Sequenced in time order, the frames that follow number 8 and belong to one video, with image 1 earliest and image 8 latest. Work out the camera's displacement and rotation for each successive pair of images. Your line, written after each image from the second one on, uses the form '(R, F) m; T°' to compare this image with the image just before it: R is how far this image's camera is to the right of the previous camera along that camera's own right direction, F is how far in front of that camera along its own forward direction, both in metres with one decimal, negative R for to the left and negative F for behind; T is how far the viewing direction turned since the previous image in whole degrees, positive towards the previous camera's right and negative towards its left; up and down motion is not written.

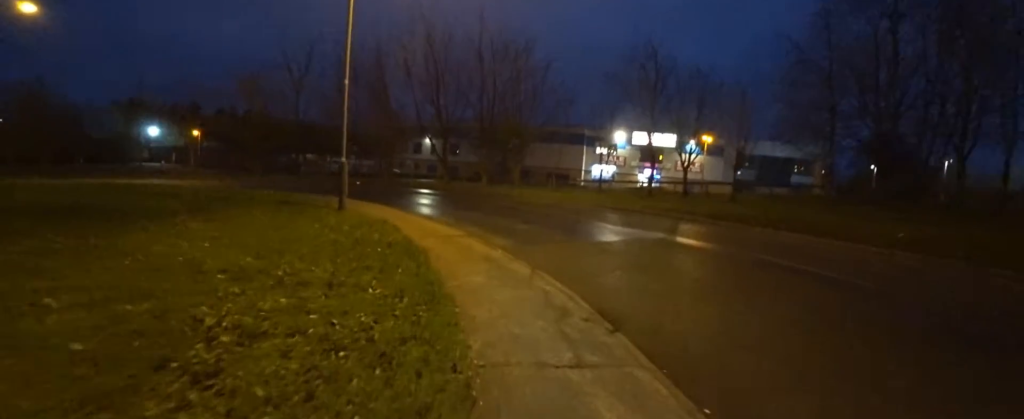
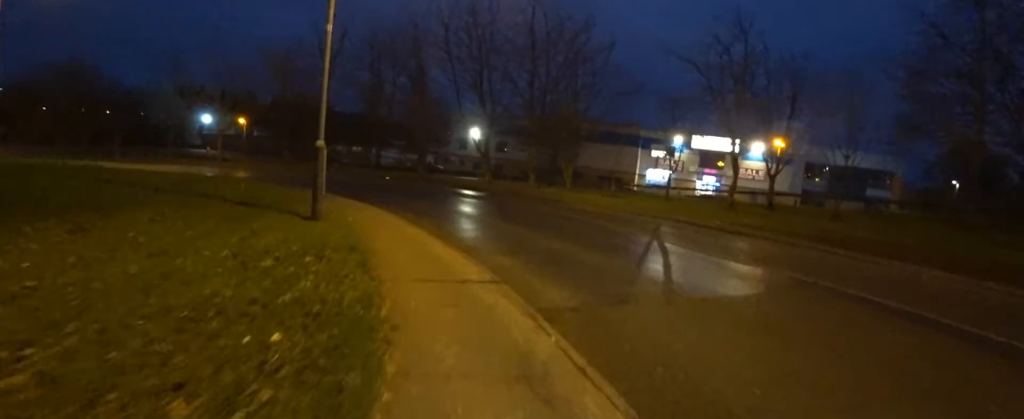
(-0.6, +3.3) m; -13°
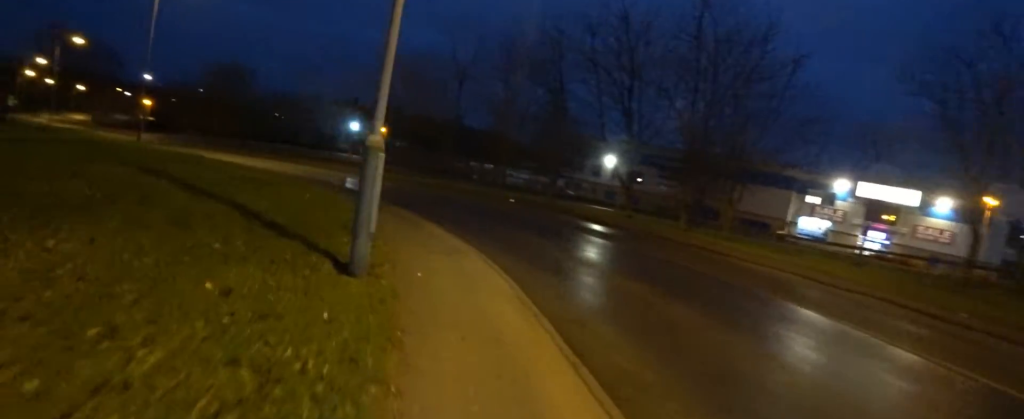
(-0.2, +3.2) m; -4°
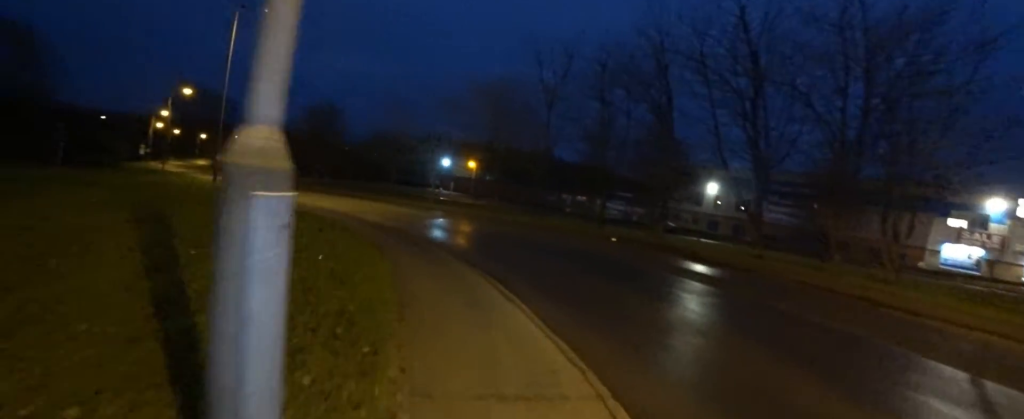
(-0.1, +2.7) m; -5°
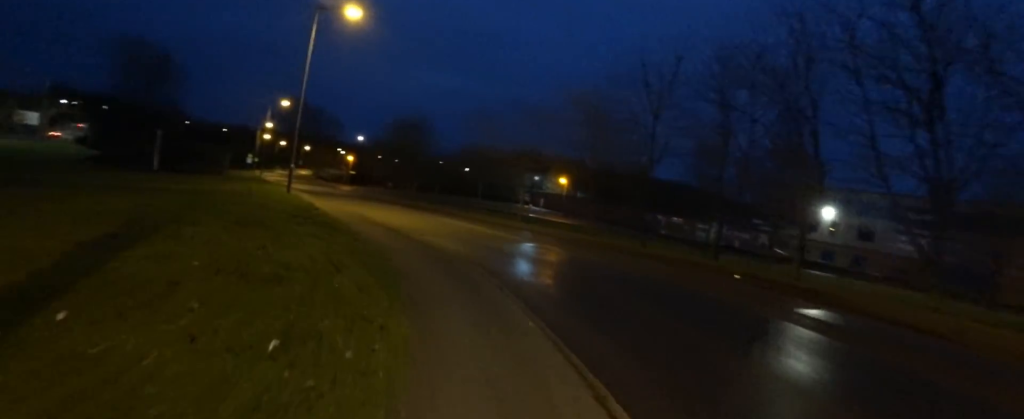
(+0.6, +2.7) m; -24°
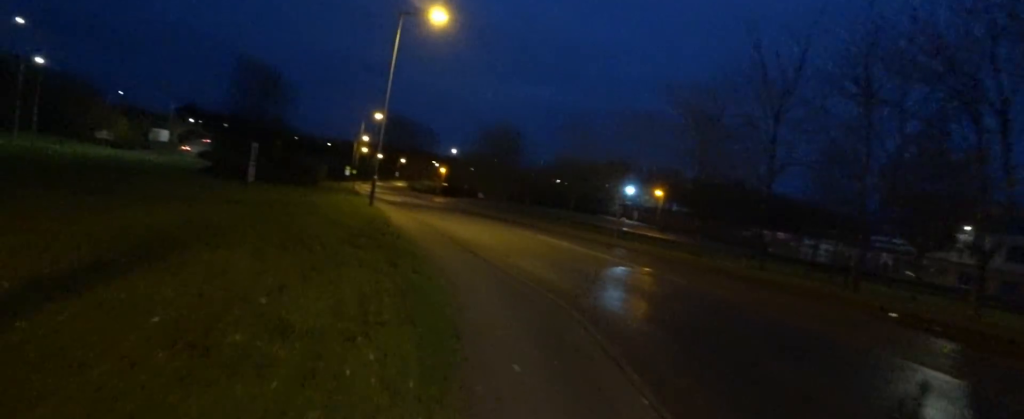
(-0.9, +1.7) m; -7°
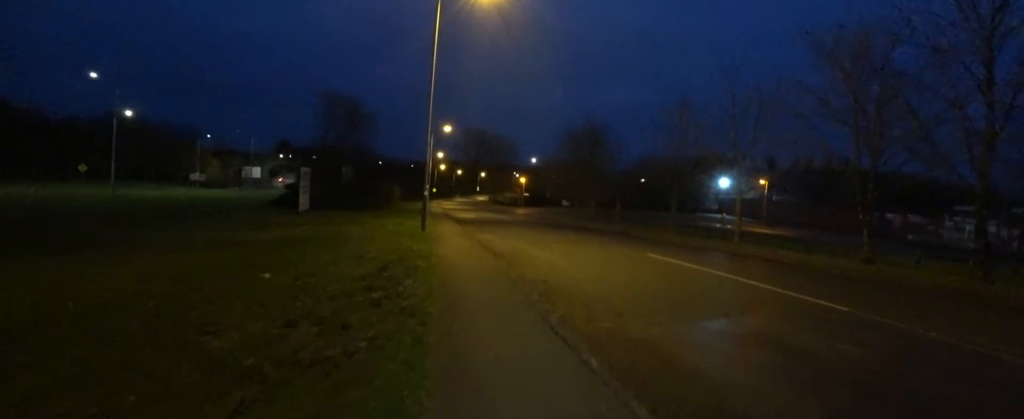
(-0.4, +5.1) m; +6°
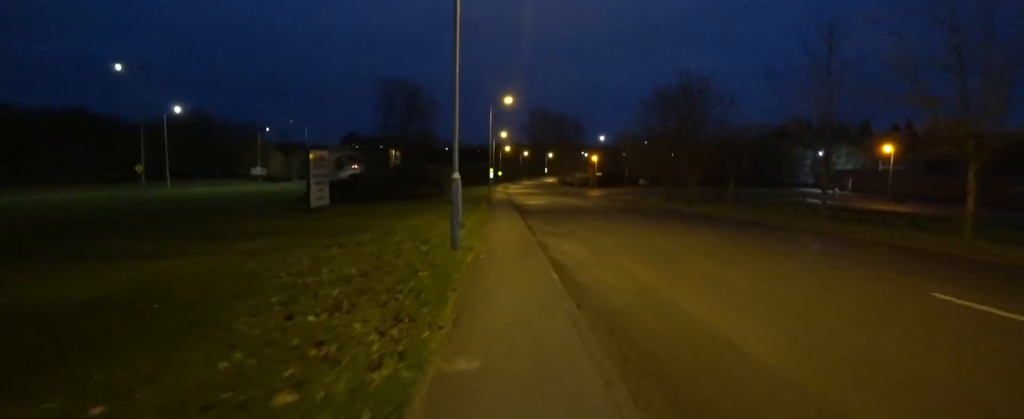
(+0.8, +7.5) m; 0°
